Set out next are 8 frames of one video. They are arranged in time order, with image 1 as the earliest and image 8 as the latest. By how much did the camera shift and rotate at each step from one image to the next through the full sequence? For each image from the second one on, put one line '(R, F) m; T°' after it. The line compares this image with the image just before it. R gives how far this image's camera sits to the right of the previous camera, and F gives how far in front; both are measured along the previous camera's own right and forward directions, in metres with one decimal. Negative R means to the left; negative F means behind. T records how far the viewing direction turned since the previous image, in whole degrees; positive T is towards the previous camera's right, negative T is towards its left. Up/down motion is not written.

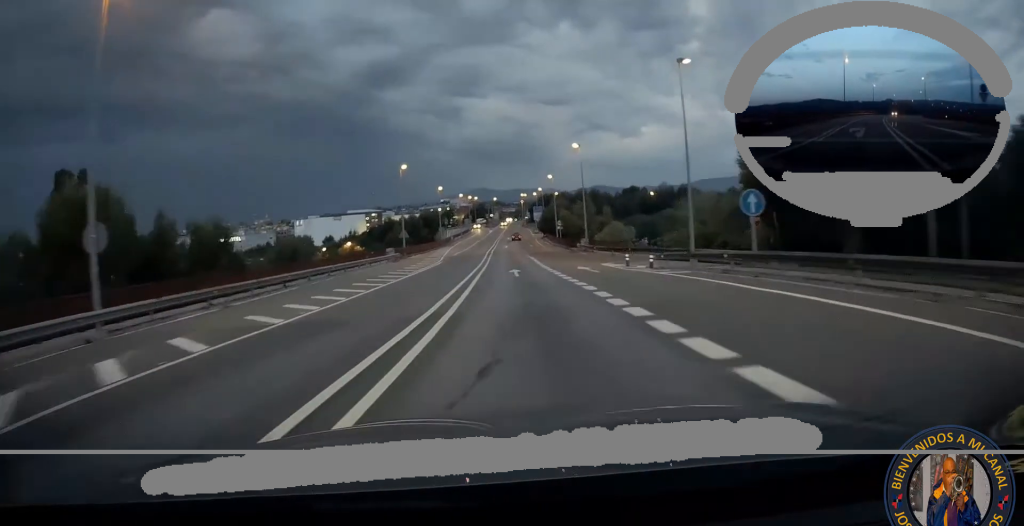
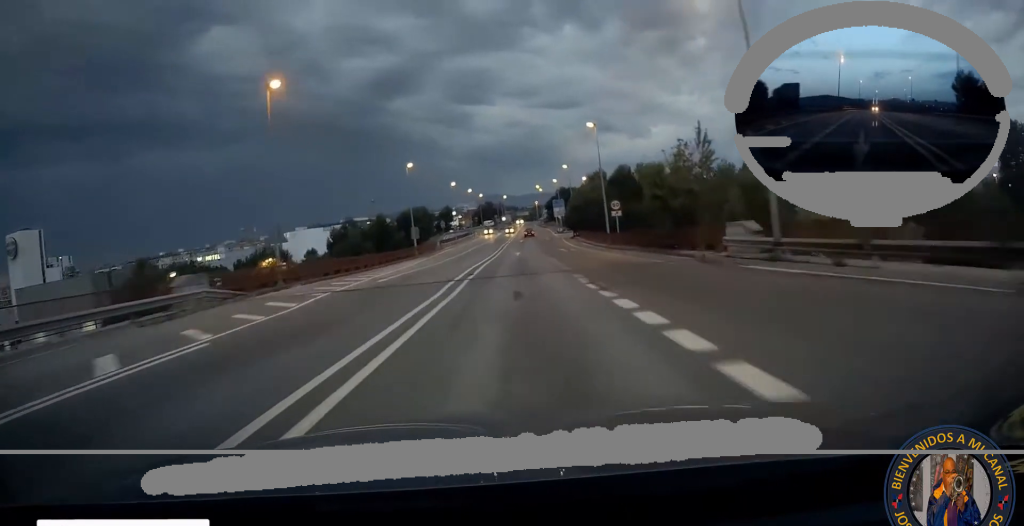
(-1.0, +35.6) m; -2°
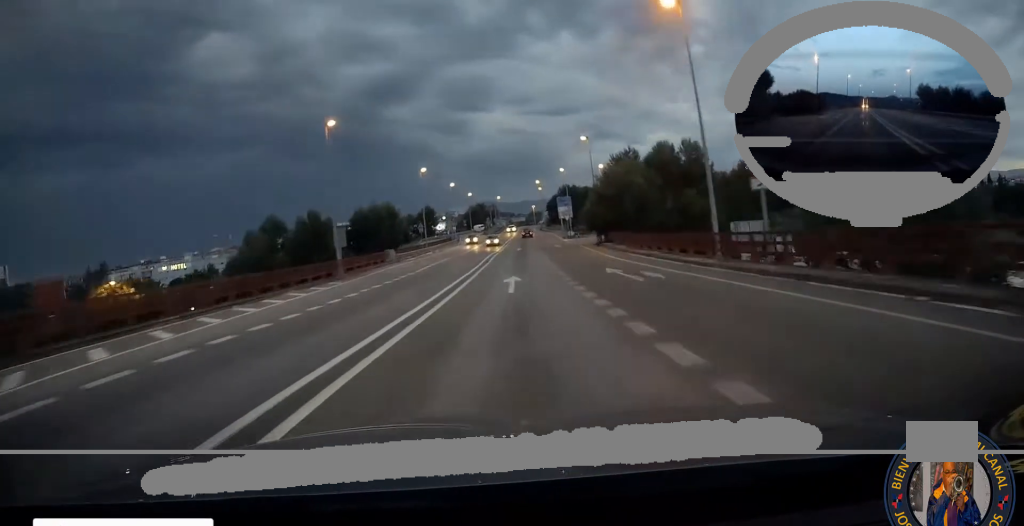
(0.0, +22.9) m; 0°
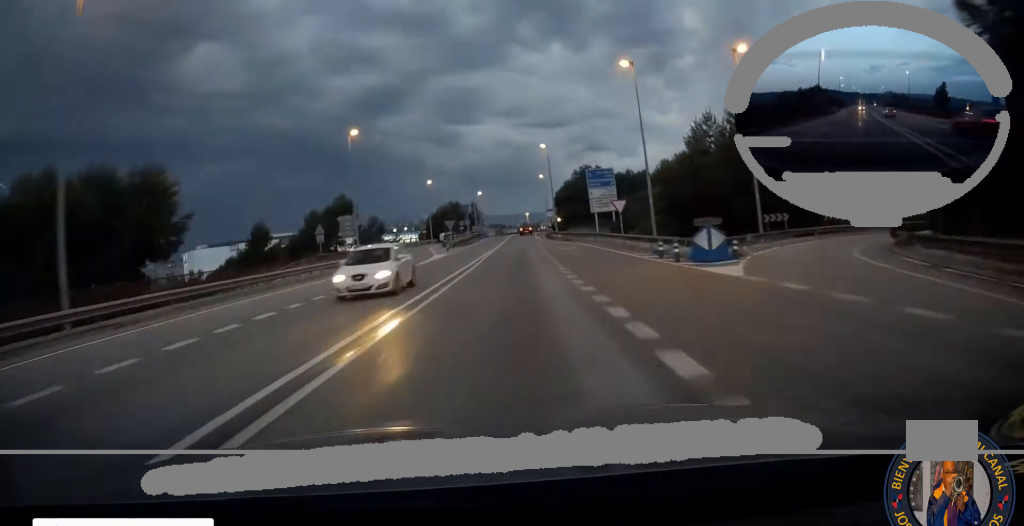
(0.0, +45.6) m; 0°
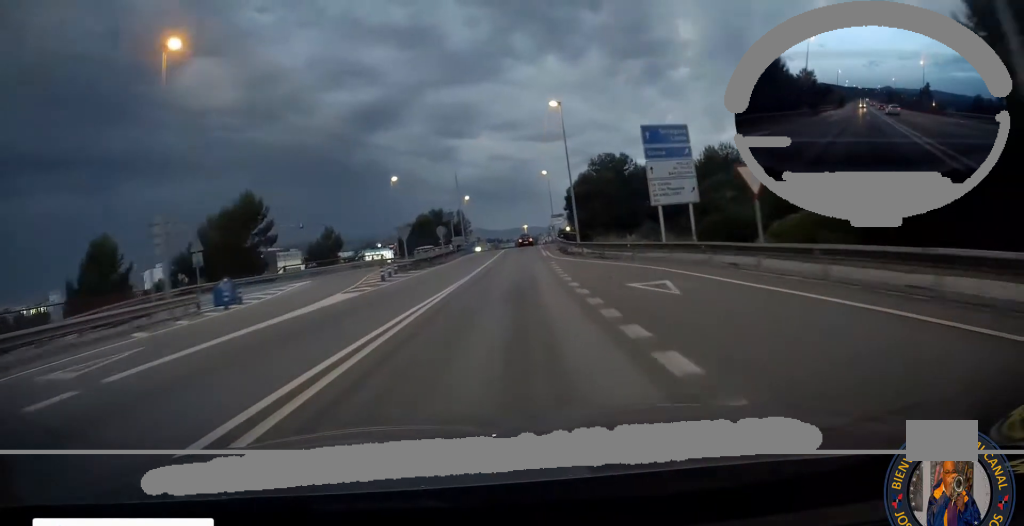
(0.0, +18.4) m; 0°
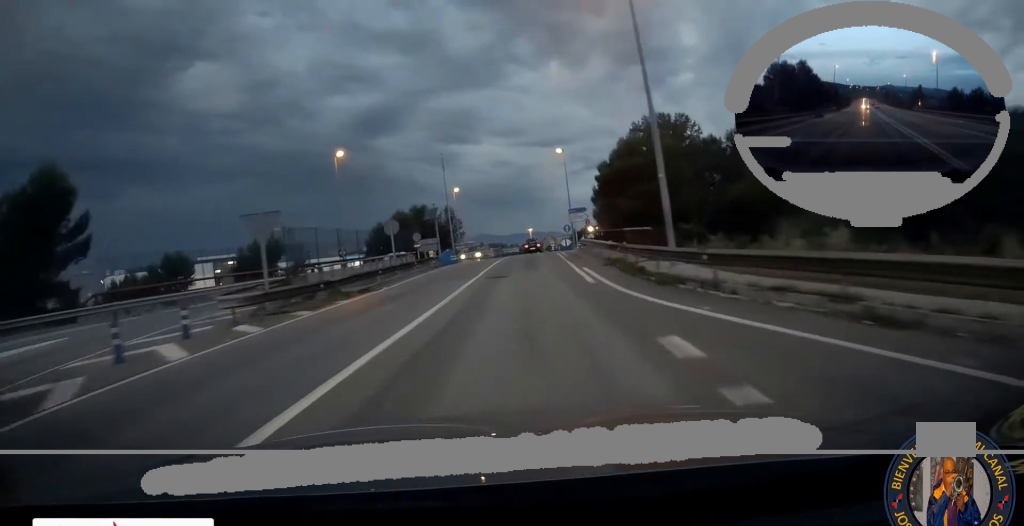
(0.0, +33.6) m; 0°
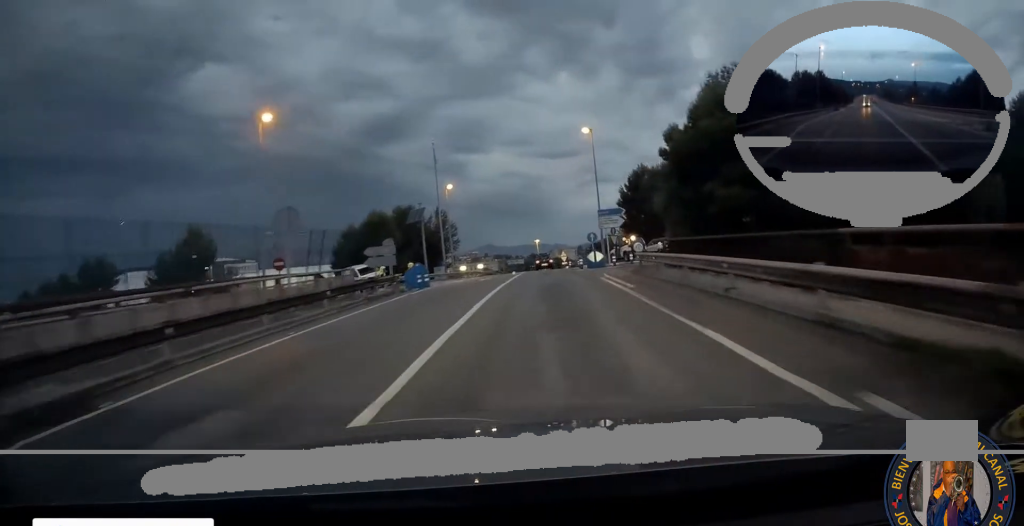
(0.0, +22.7) m; 0°
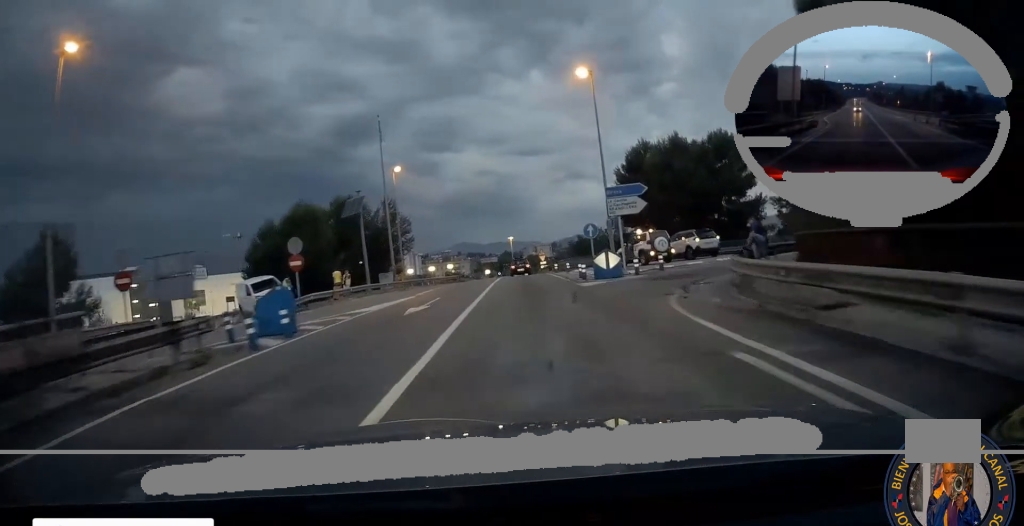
(0.0, +19.3) m; 0°
